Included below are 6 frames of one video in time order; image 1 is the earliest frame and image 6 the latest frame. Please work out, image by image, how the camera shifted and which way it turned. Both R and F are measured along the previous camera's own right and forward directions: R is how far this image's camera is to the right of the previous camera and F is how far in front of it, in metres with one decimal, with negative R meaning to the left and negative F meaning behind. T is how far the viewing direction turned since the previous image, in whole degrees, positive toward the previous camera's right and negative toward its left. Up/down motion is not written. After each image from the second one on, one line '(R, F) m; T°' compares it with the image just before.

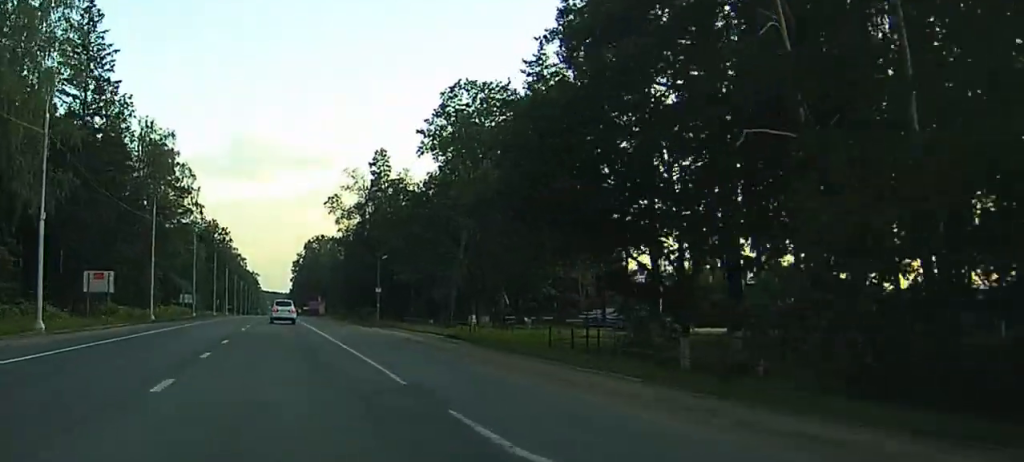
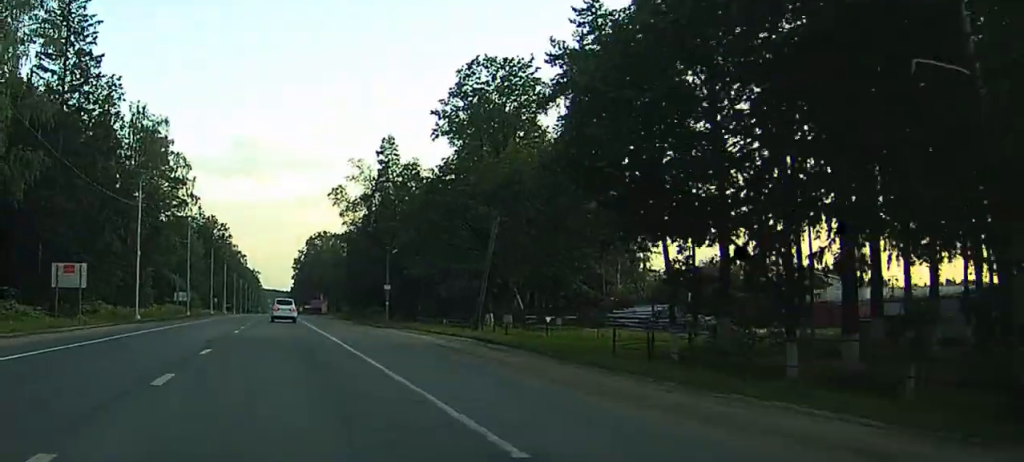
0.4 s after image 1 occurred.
(+0.1, +7.8) m; +1°
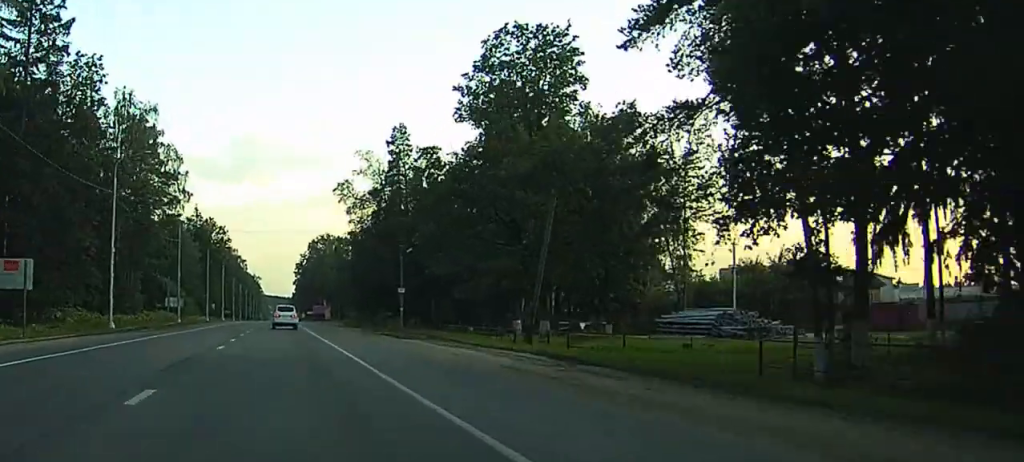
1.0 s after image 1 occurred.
(+0.2, +10.1) m; +2°
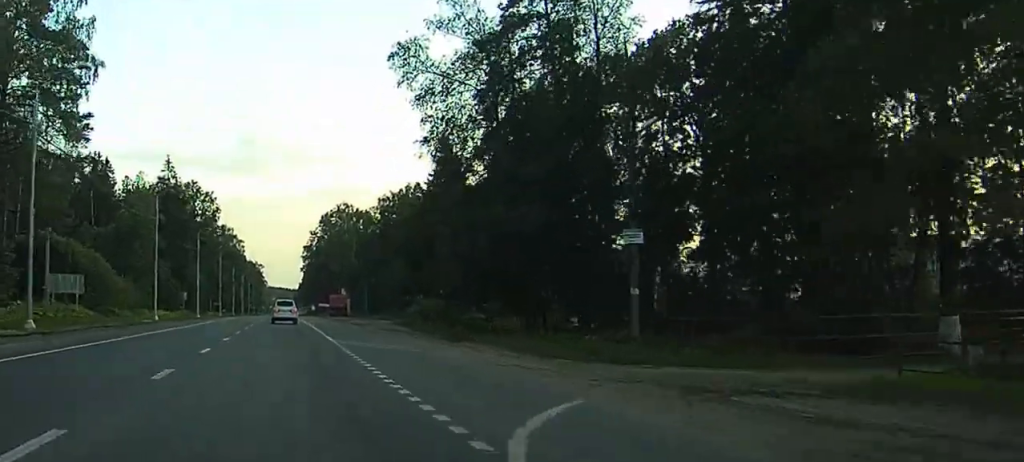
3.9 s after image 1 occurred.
(+0.5, +52.4) m; 0°
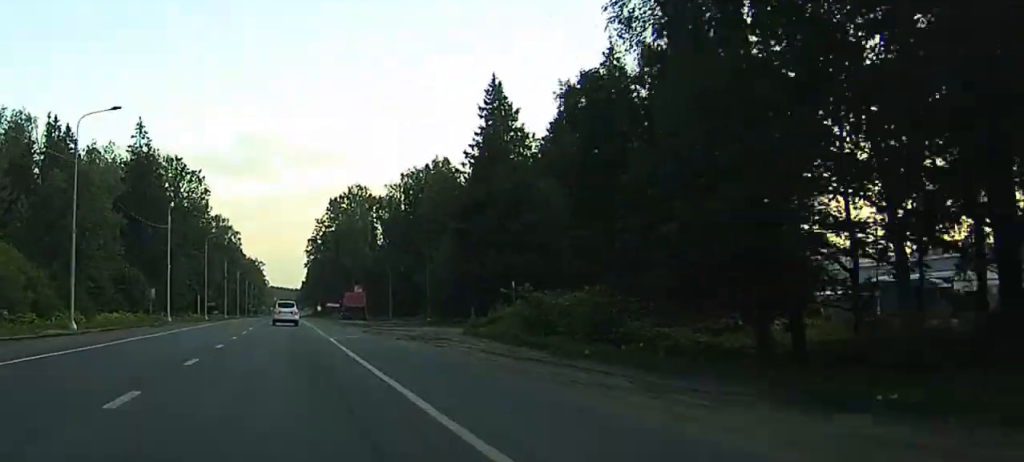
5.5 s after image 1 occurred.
(-0.3, +28.2) m; -2°
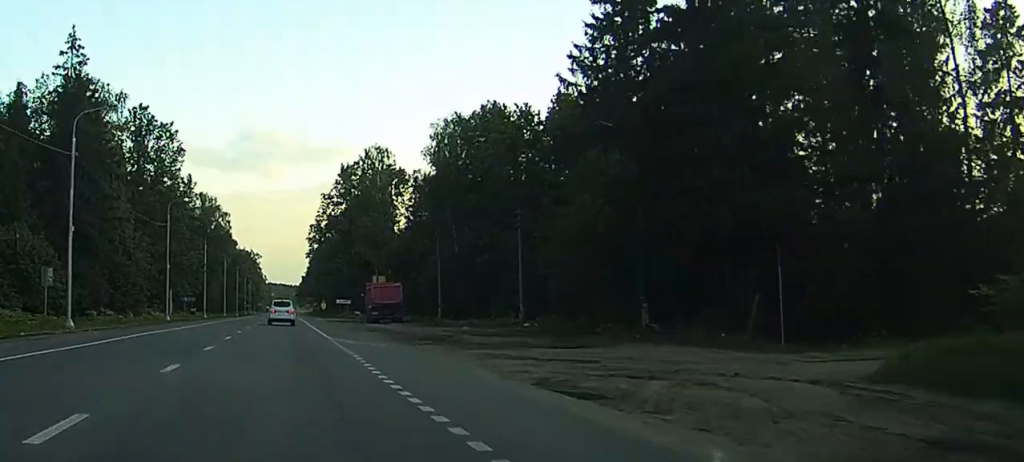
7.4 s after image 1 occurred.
(-0.2, +35.5) m; +1°
